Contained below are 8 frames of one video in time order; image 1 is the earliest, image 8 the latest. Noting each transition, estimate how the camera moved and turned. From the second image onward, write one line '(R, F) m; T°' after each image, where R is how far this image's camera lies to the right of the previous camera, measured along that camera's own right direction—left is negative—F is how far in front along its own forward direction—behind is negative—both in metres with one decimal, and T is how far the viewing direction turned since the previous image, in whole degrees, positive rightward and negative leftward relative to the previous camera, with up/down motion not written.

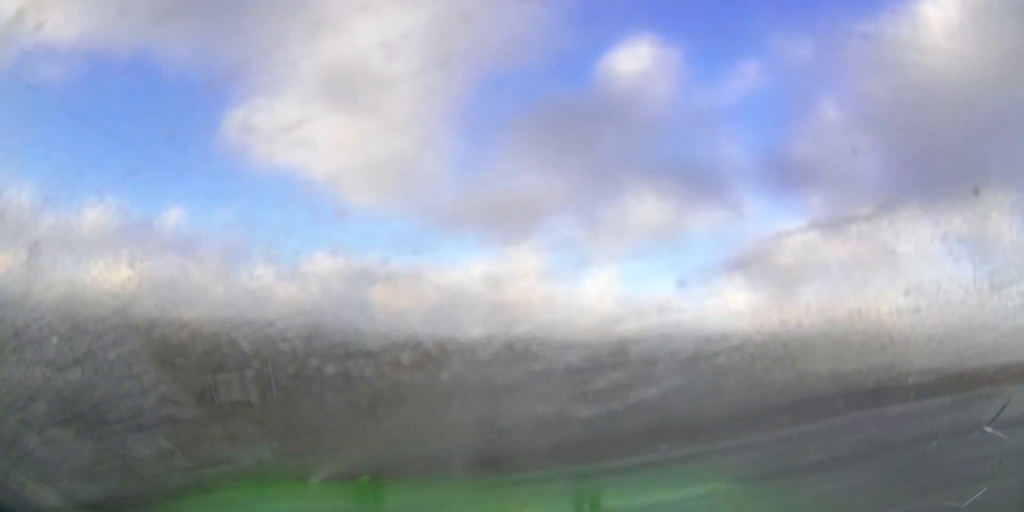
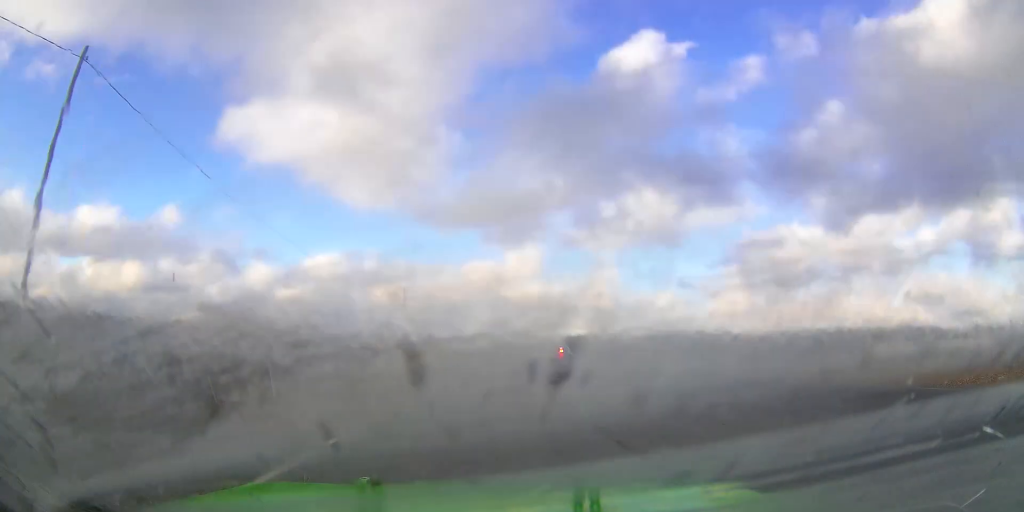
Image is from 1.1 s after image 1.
(+0.4, +31.0) m; +2°
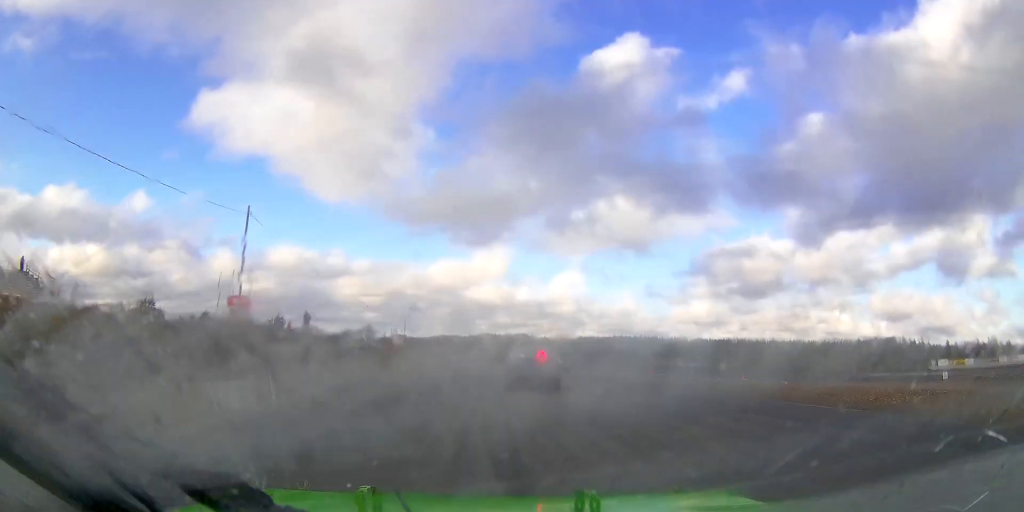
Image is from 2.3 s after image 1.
(+1.0, +34.2) m; +6°
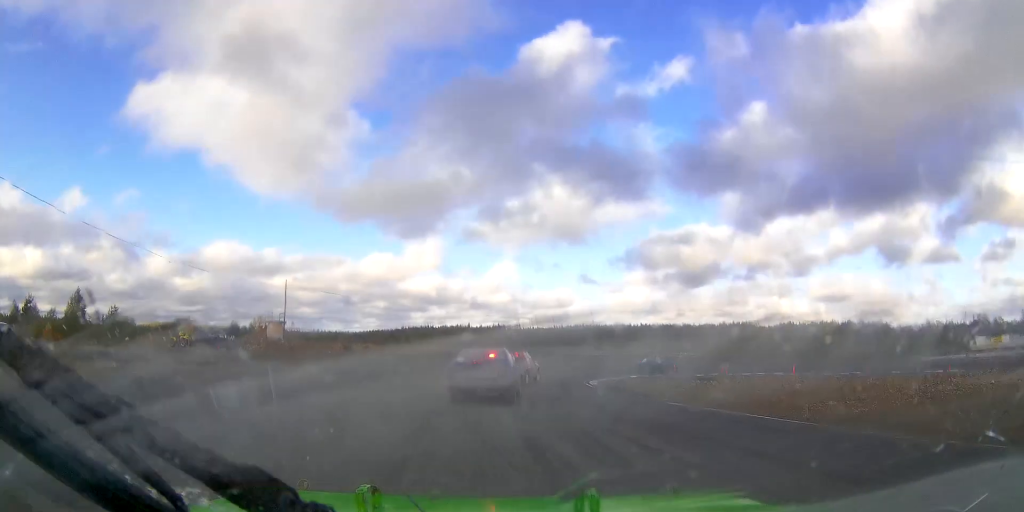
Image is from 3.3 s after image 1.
(+1.8, +25.9) m; +13°
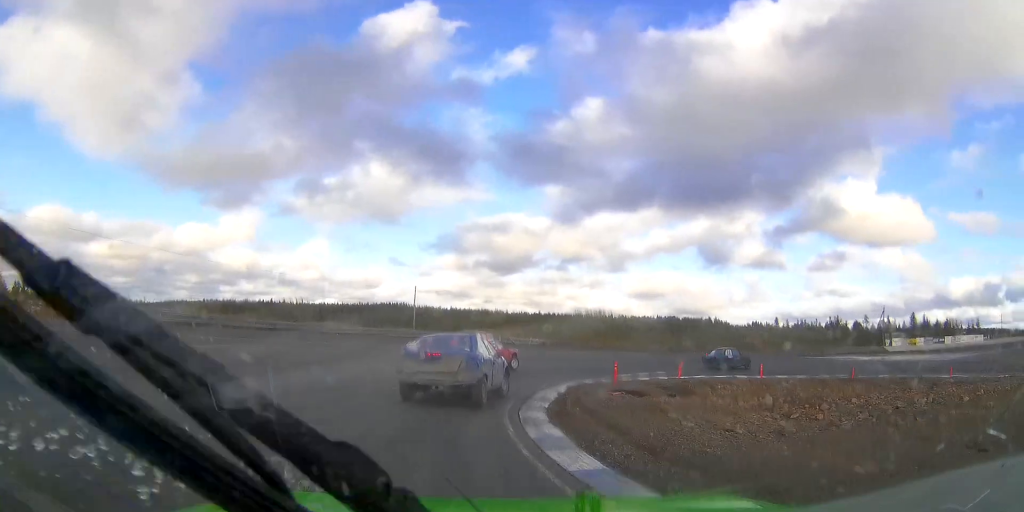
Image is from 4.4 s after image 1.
(+3.4, +21.1) m; +21°
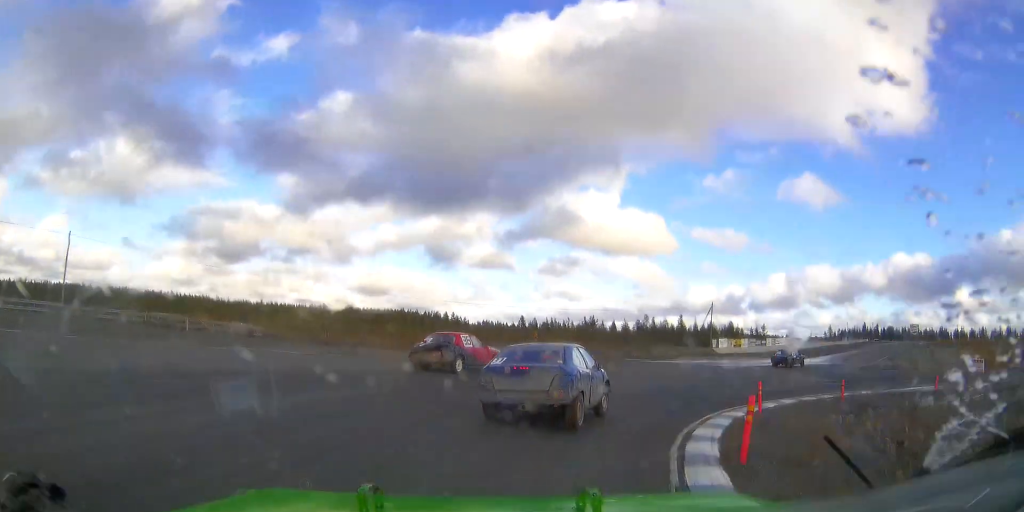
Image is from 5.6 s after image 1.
(+4.8, +21.3) m; +32°
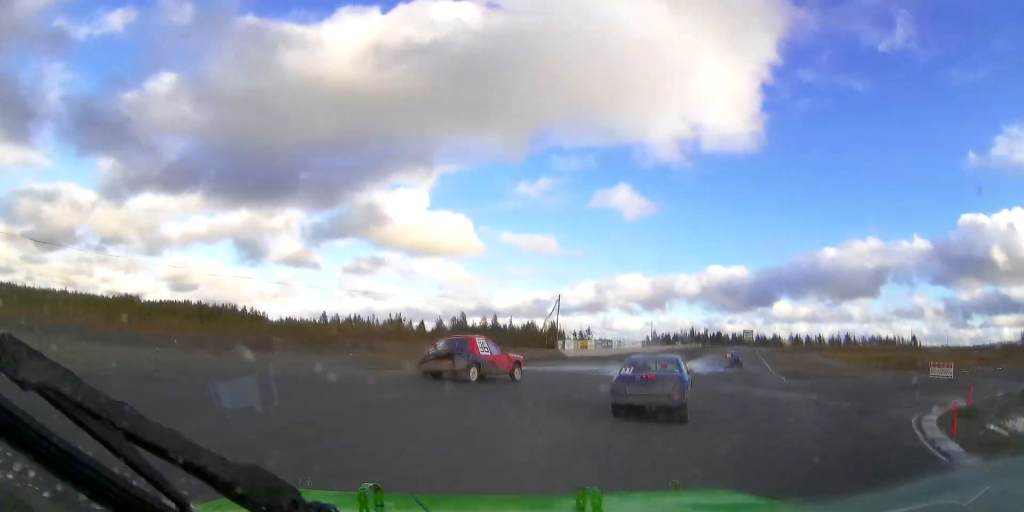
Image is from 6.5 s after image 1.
(+3.7, +14.6) m; +25°
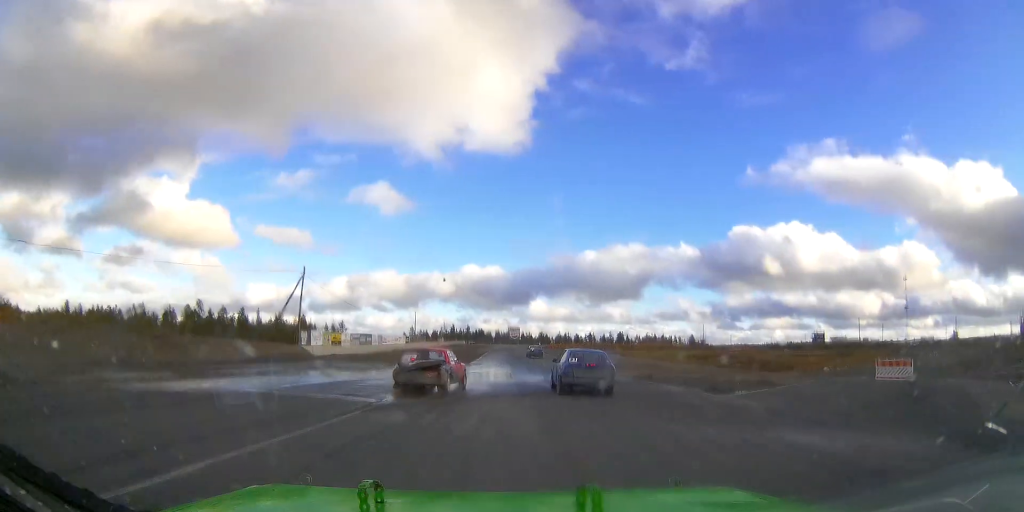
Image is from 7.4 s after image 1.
(+3.5, +16.1) m; +11°
